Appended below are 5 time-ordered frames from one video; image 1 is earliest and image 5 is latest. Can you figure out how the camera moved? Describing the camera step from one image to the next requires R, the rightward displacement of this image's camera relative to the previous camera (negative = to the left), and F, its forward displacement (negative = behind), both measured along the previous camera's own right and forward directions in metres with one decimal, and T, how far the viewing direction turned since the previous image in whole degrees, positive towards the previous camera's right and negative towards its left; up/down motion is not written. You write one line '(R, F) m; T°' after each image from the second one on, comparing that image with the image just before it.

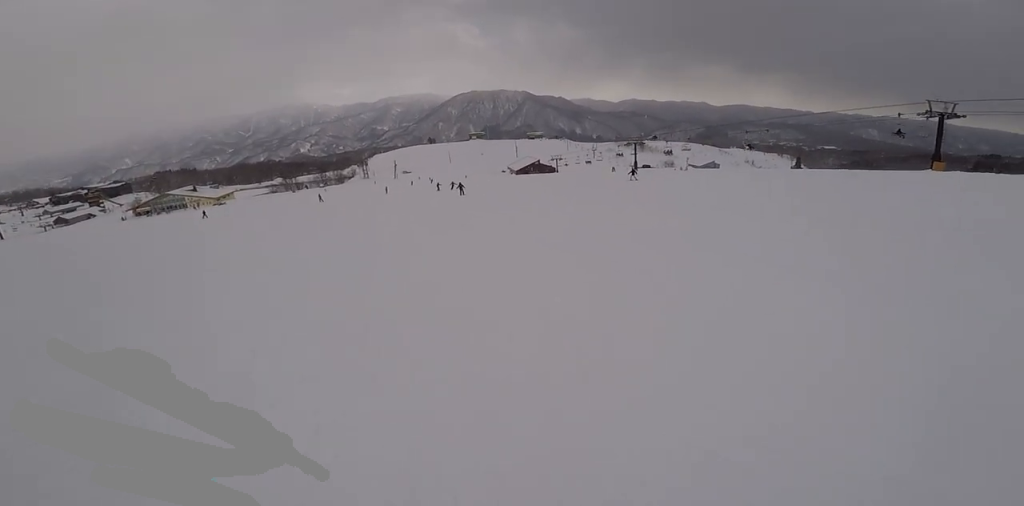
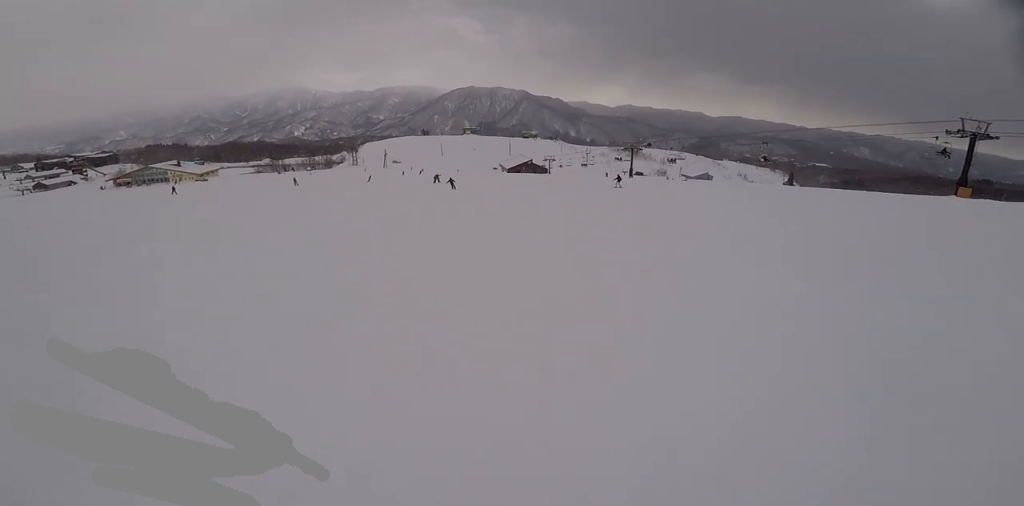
(0.0, +4.2) m; -4°
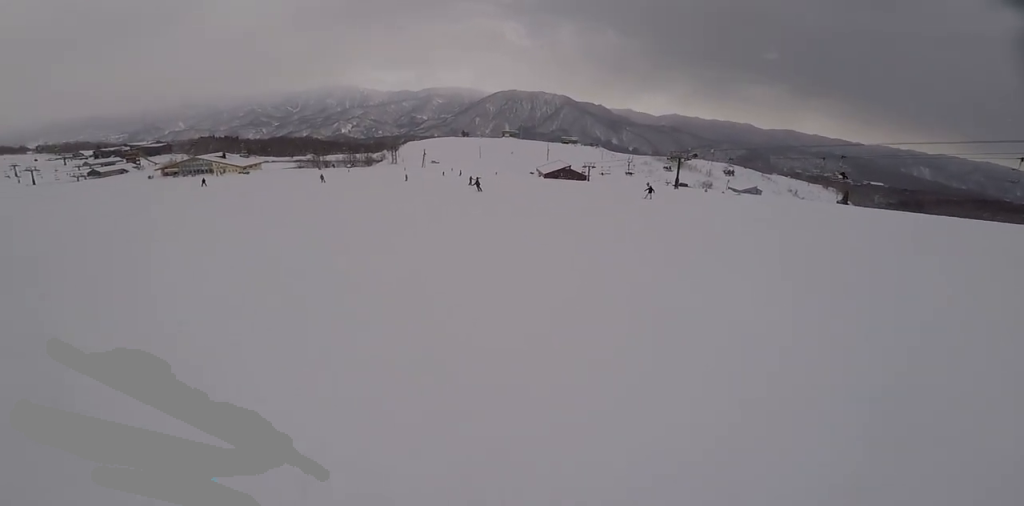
(0.0, +4.2) m; -9°
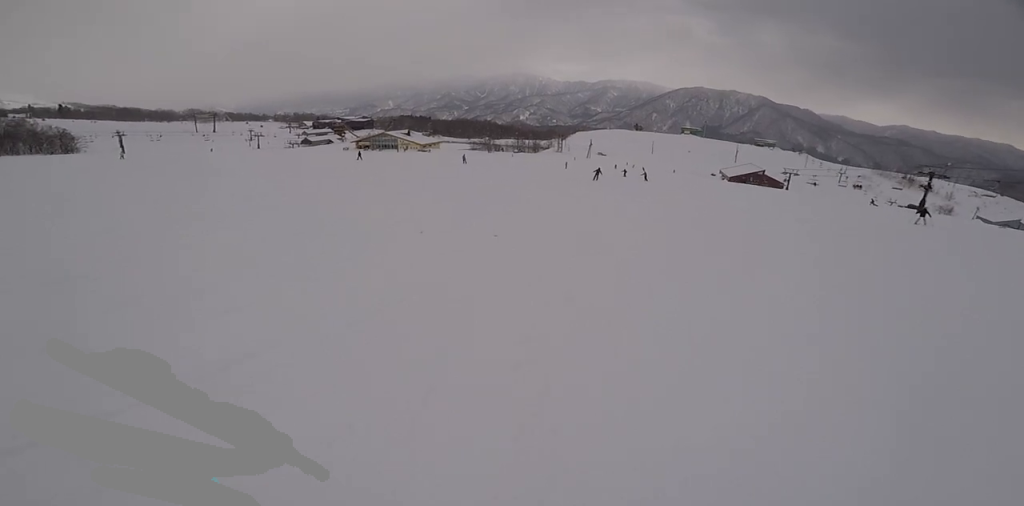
(-1.9, +10.2) m; -7°
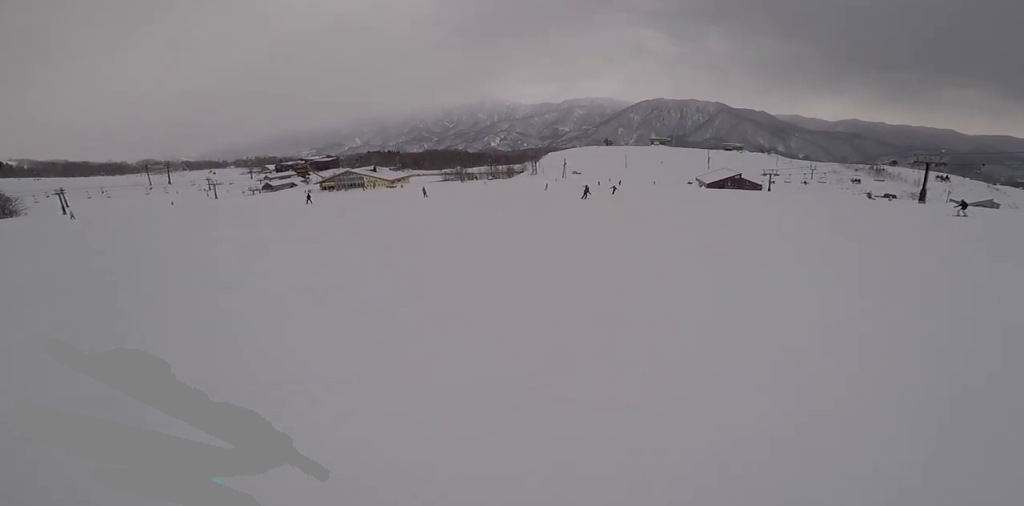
(+0.8, +7.7) m; +6°
